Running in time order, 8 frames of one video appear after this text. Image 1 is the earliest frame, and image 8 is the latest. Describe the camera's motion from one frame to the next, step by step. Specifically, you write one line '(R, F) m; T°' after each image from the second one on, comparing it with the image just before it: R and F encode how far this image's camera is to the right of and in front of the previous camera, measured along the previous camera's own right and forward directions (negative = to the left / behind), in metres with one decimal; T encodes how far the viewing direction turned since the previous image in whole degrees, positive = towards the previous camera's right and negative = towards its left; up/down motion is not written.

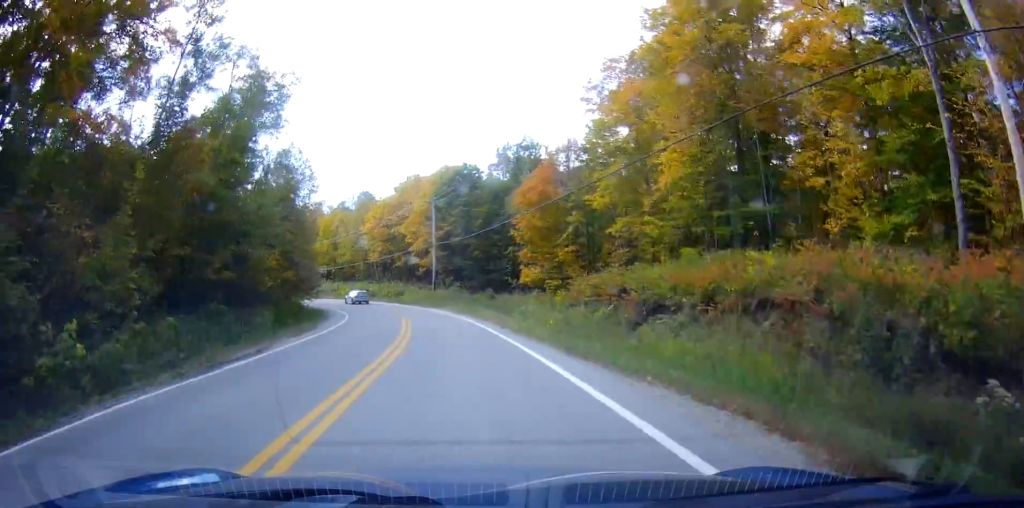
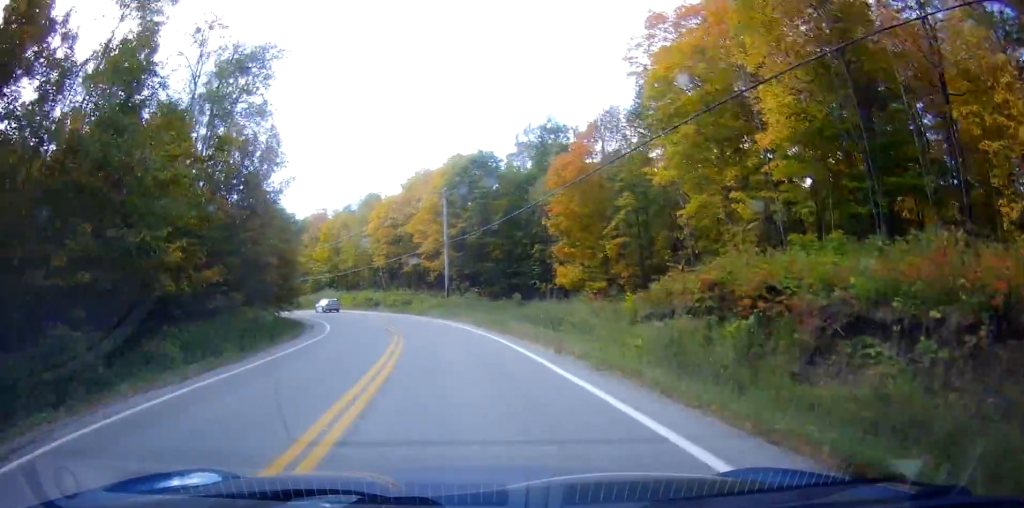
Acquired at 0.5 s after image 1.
(0.0, +10.6) m; -2°
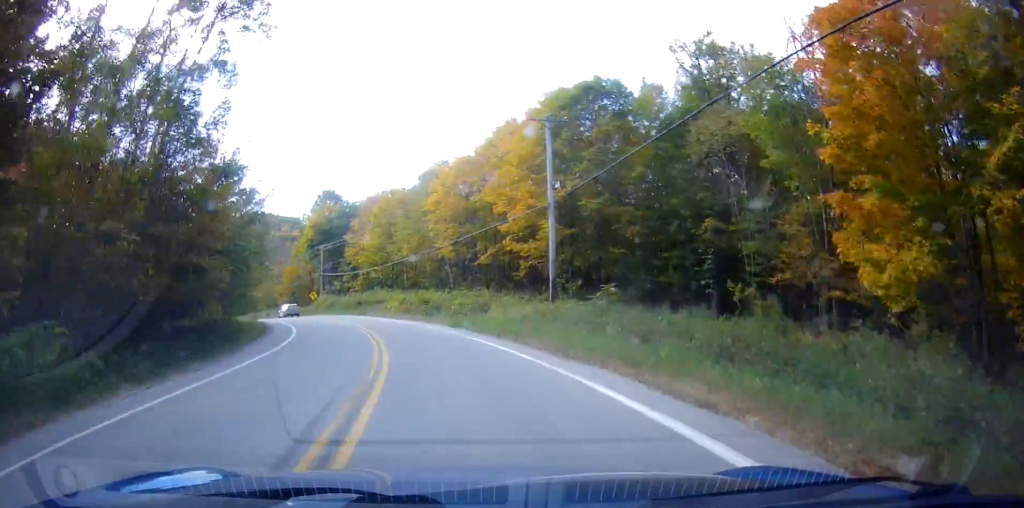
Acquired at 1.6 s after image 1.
(-1.4, +26.0) m; -9°
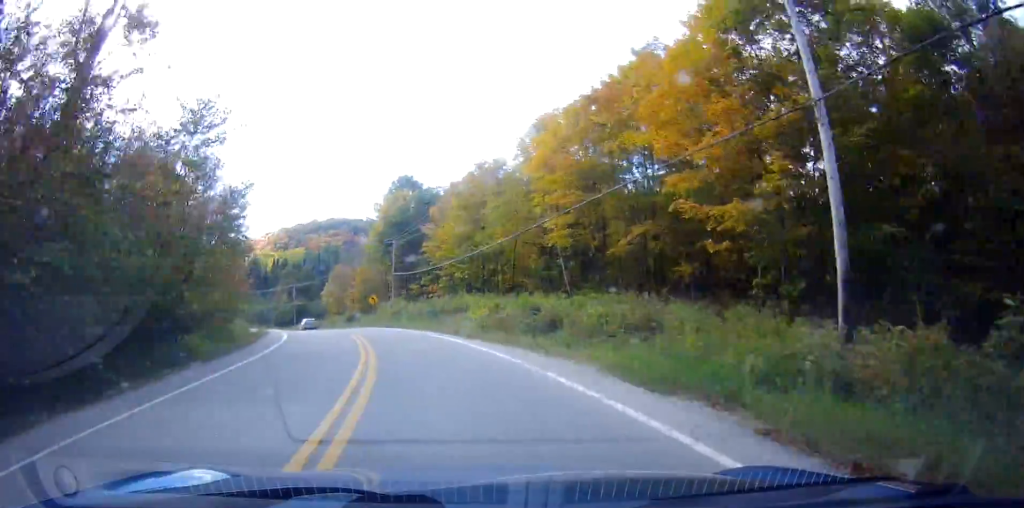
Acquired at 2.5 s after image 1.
(-1.6, +19.6) m; -9°
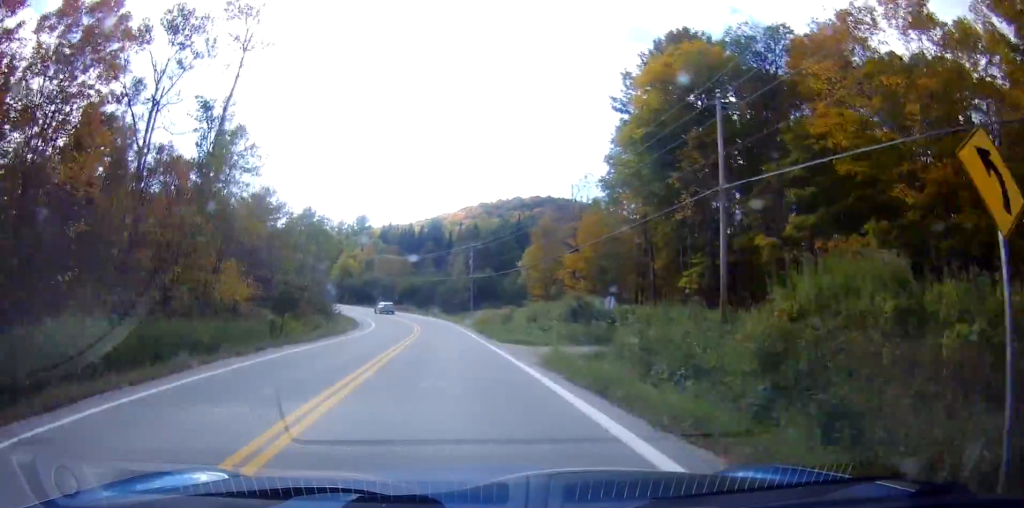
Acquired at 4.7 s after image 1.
(-7.8, +50.4) m; -14°
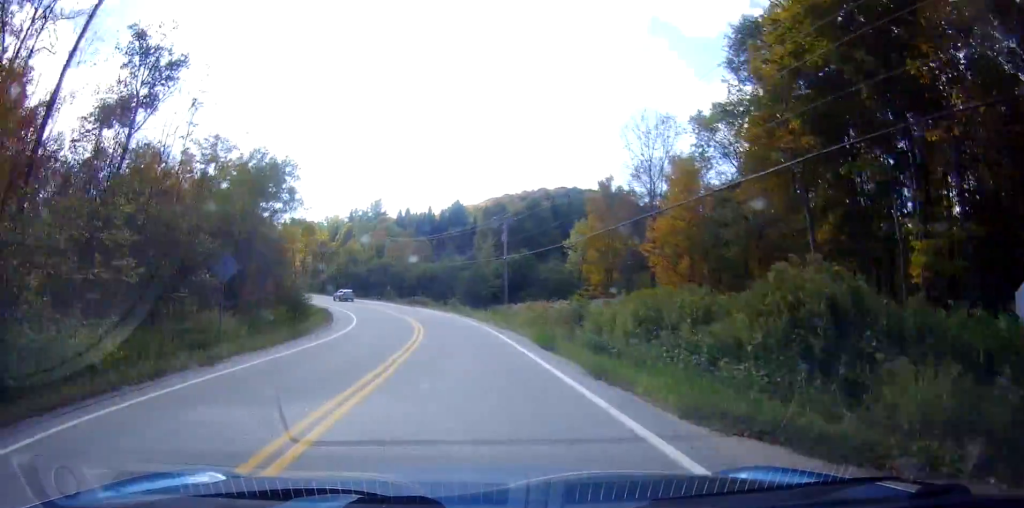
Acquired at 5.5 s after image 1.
(-0.6, +19.8) m; -4°
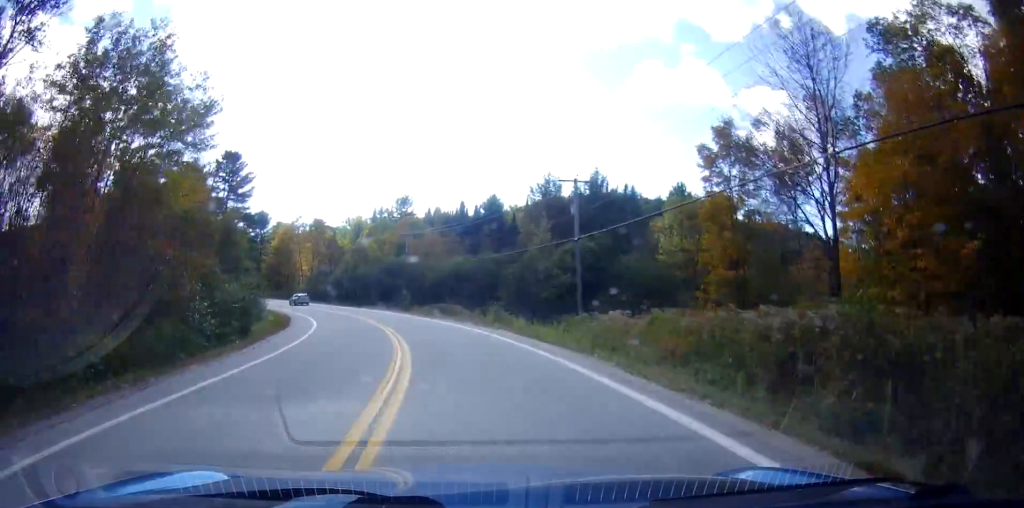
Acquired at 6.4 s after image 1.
(-0.9, +21.3) m; -10°
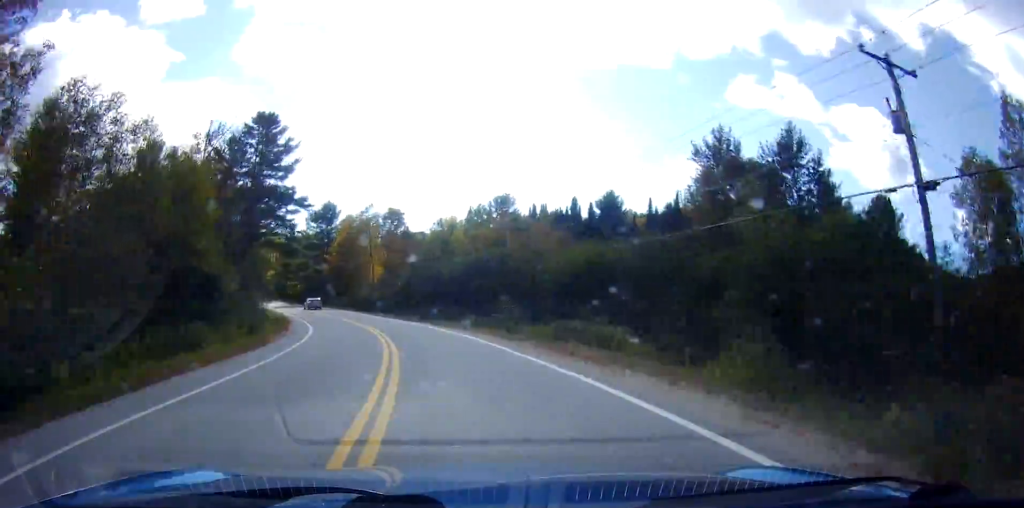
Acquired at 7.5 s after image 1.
(-3.6, +24.5) m; -17°
